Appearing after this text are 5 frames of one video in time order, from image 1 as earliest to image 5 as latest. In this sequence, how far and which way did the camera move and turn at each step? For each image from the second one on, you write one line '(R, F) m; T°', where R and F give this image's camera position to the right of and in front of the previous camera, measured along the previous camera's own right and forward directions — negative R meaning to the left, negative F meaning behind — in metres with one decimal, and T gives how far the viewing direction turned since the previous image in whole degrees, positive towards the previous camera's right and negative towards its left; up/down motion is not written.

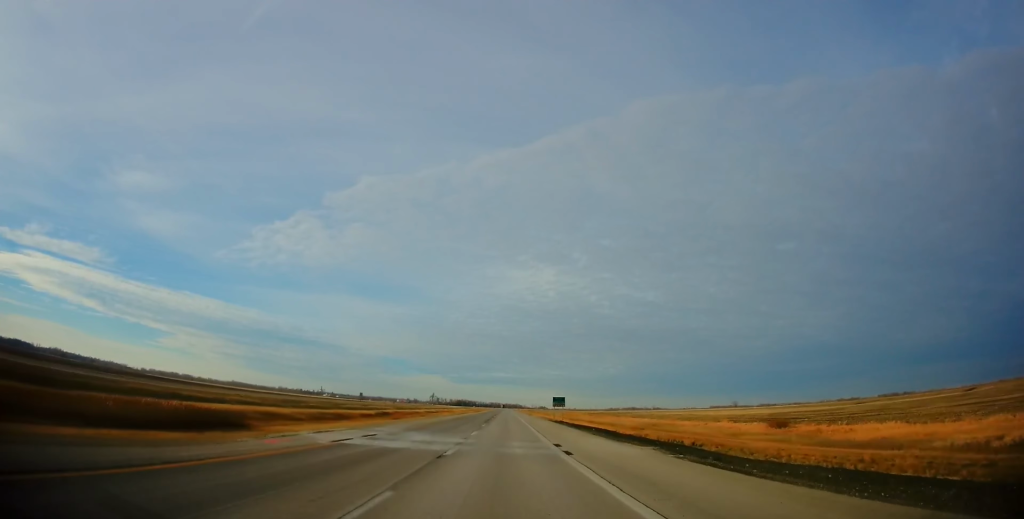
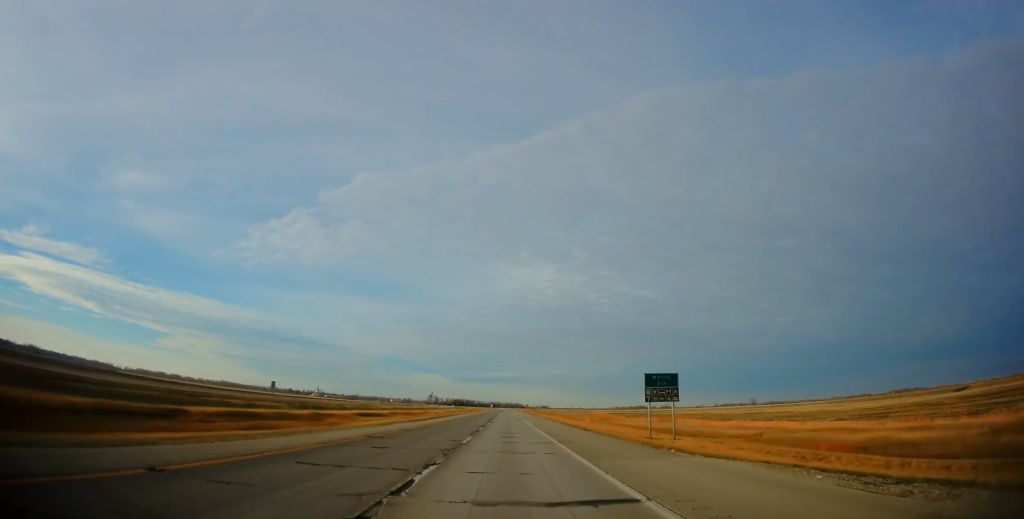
(+0.4, +92.2) m; 0°
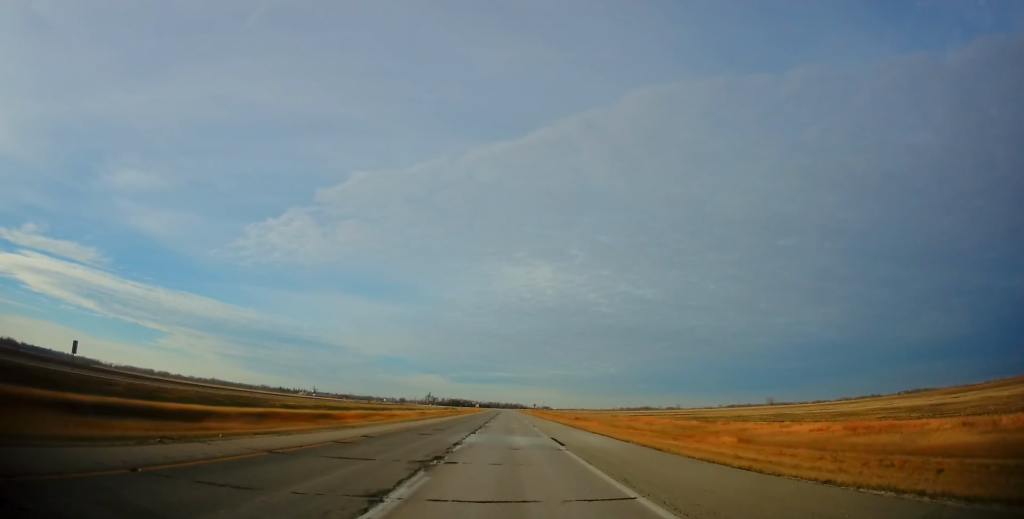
(-0.5, +76.2) m; 0°
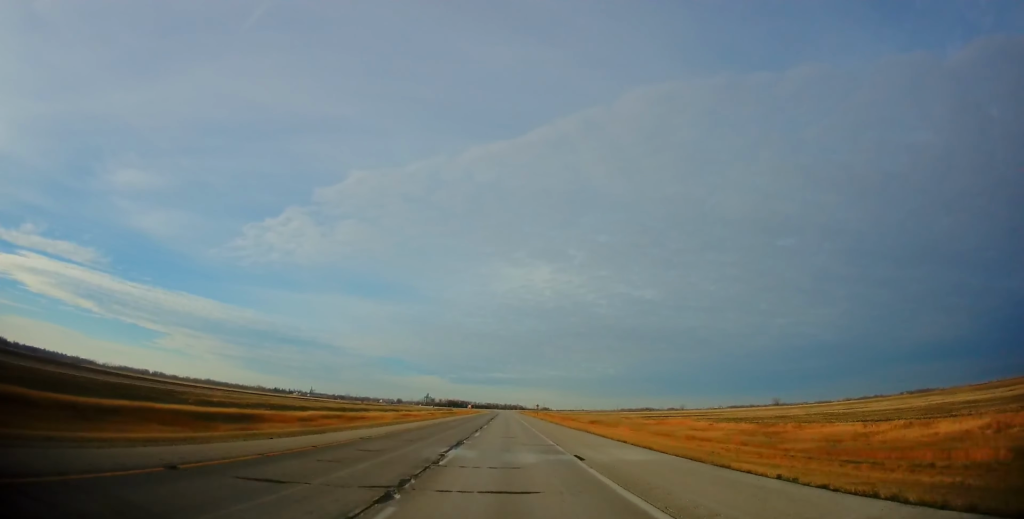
(+0.2, +28.1) m; +1°
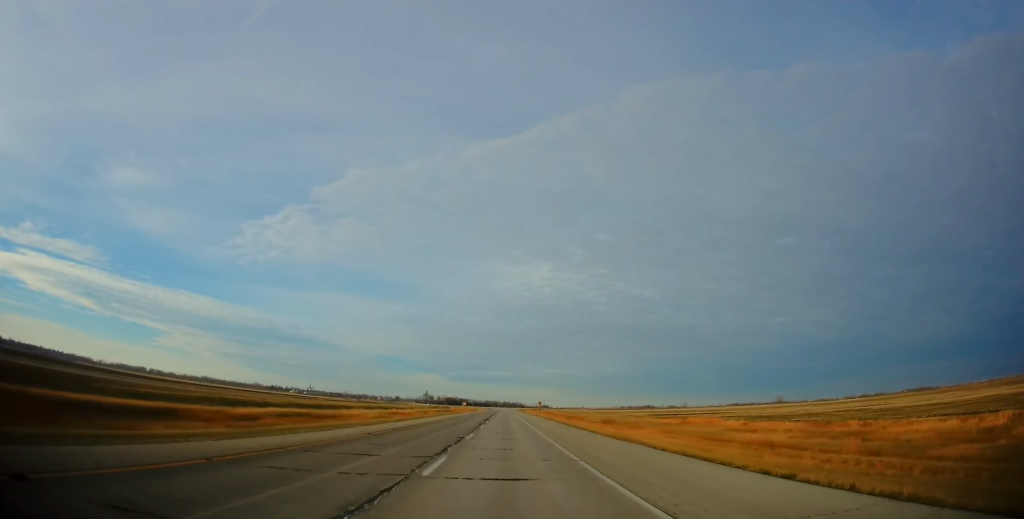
(+0.3, +17.2) m; 0°
